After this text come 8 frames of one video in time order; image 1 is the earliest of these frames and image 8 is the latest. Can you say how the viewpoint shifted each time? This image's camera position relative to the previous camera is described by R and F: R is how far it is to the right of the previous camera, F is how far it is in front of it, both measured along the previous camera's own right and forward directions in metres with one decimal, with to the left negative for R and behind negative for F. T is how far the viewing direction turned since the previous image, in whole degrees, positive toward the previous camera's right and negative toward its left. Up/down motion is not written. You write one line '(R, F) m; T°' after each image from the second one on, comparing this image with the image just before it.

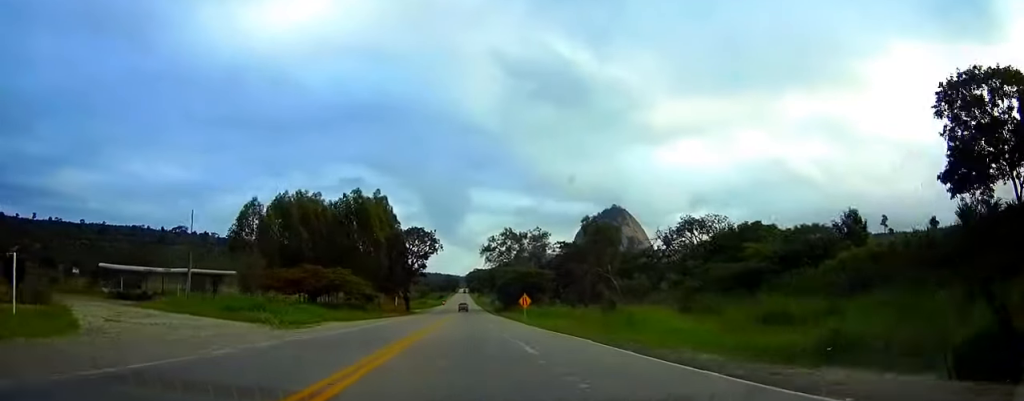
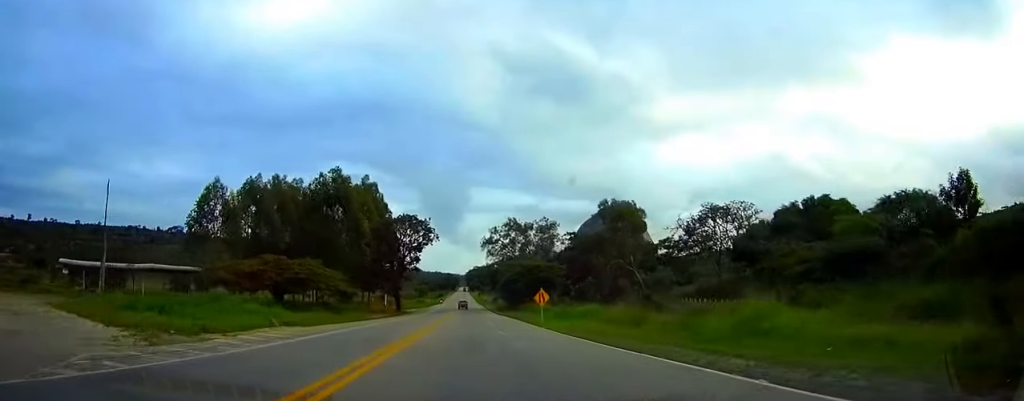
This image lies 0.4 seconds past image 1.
(+0.1, +14.9) m; 0°
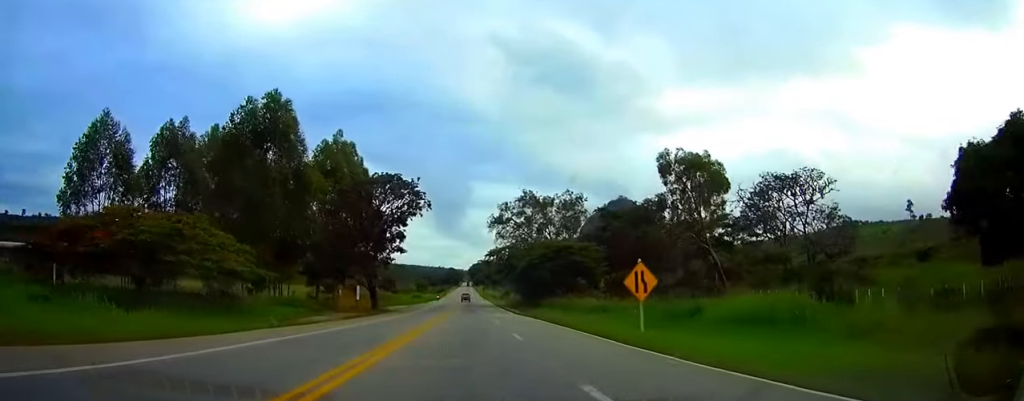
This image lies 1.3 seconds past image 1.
(0.0, +28.6) m; 0°
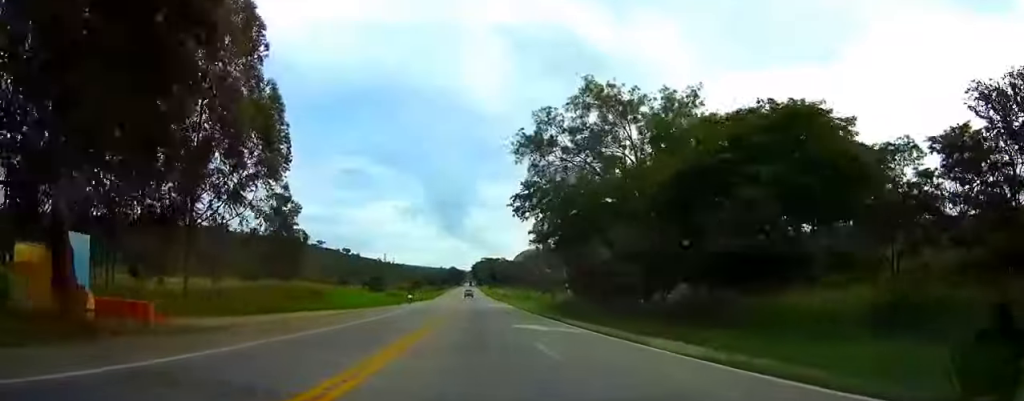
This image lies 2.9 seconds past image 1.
(-0.3, +55.7) m; 0°
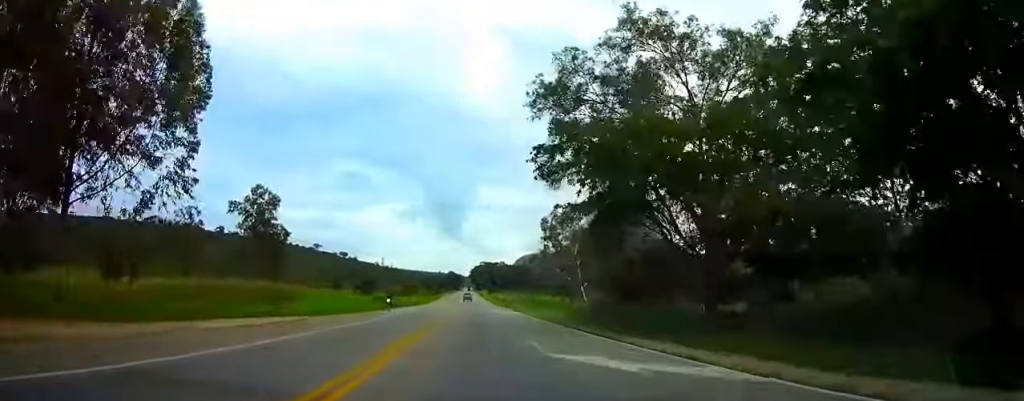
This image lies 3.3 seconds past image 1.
(0.0, +14.7) m; 0°
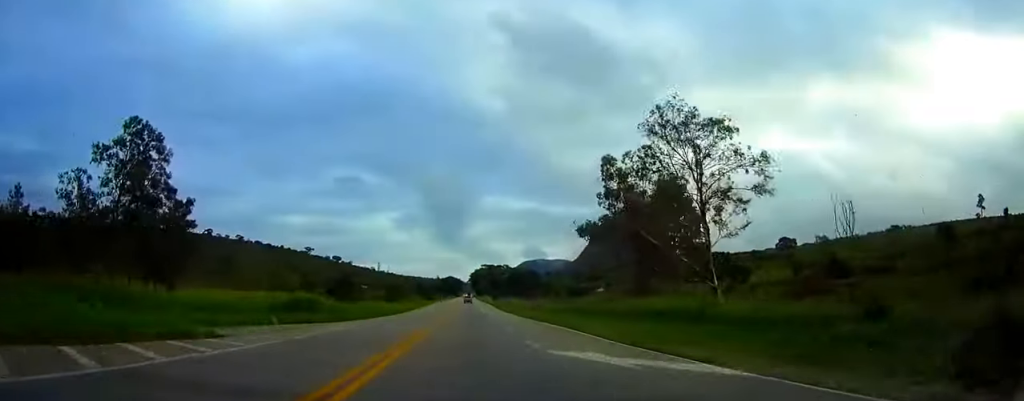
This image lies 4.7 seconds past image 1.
(0.0, +47.1) m; 0°
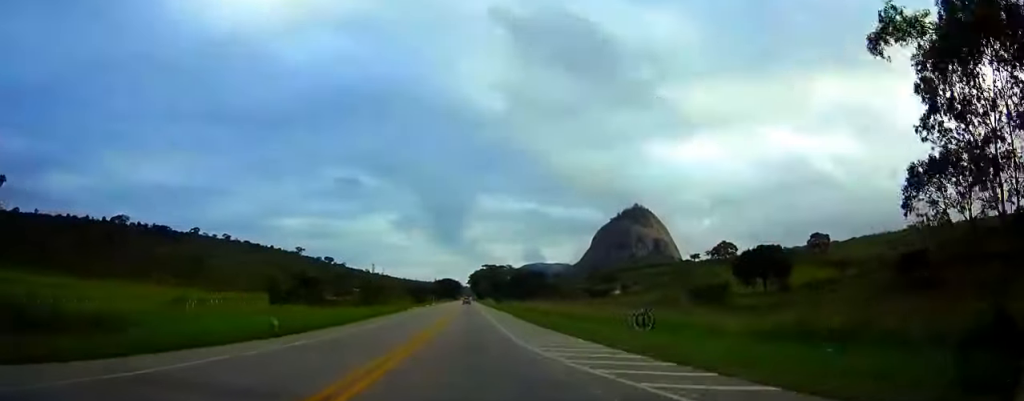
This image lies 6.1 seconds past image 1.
(+0.1, +45.6) m; 0°
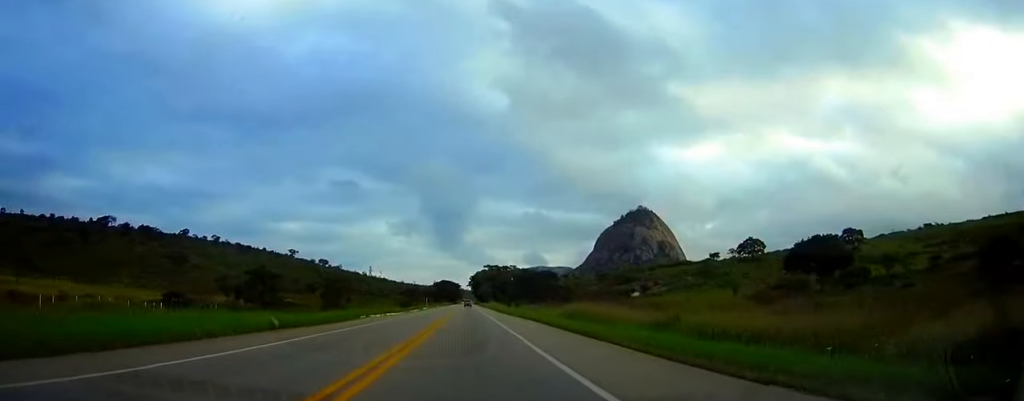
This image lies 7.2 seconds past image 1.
(0.0, +37.6) m; 0°
